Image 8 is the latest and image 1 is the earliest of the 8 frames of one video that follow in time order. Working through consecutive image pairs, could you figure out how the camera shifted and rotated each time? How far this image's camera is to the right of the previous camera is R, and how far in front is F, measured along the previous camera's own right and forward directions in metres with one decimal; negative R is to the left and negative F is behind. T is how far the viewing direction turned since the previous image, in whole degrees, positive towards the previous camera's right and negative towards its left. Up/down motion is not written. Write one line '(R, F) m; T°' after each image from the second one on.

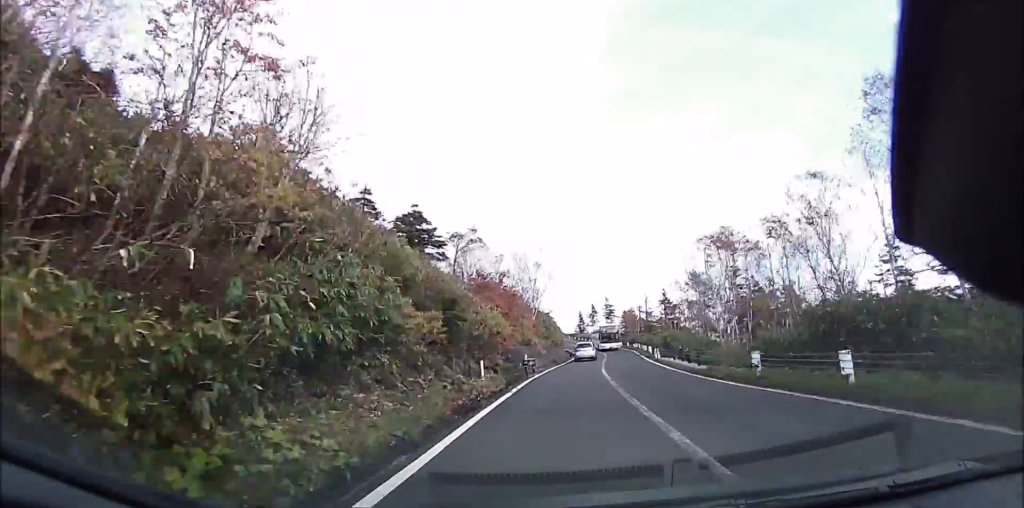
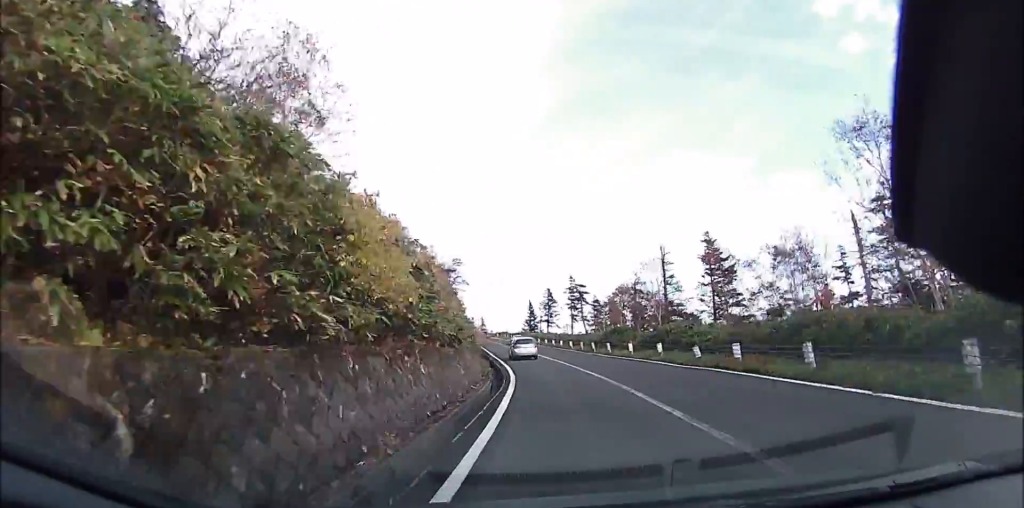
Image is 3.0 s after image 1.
(+2.9, +40.3) m; +7°
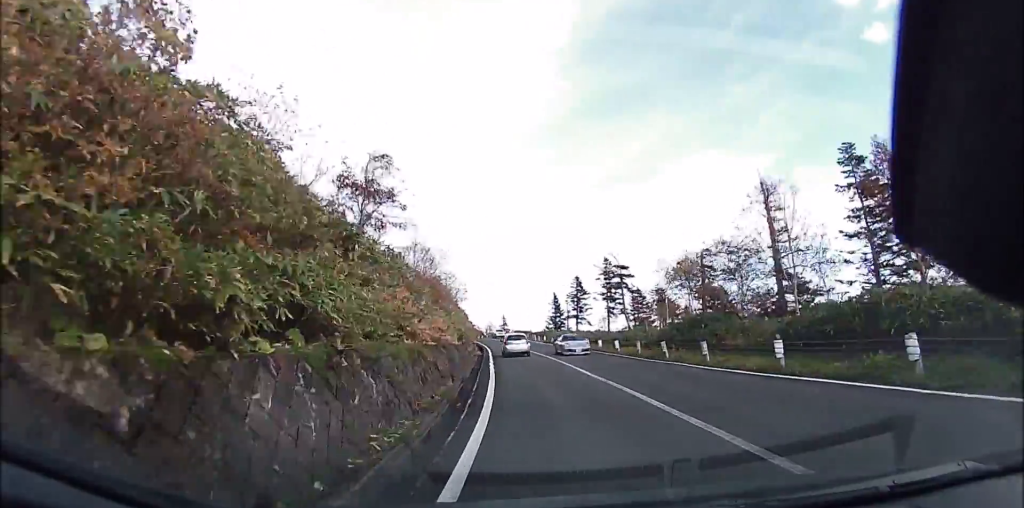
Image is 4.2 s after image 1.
(+0.6, +15.9) m; 0°
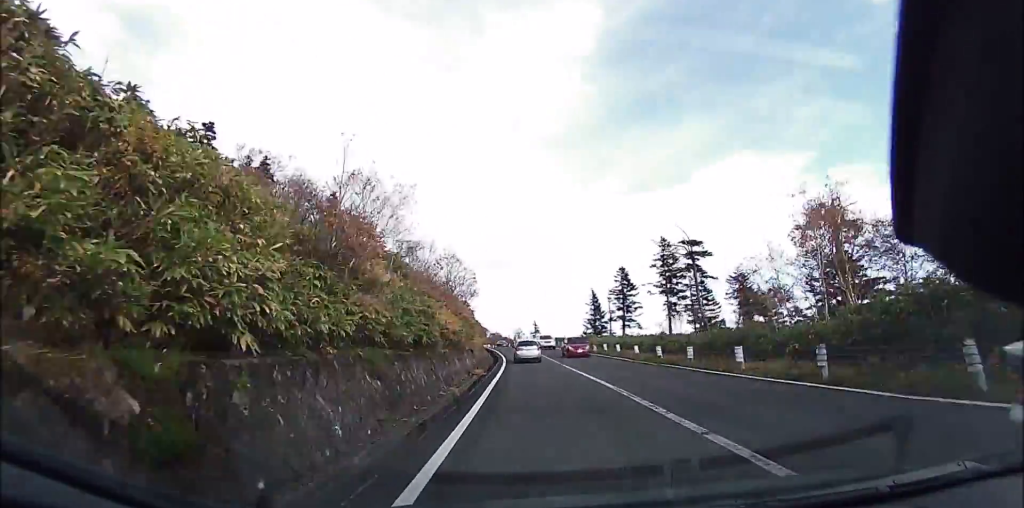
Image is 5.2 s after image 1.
(-0.4, +11.8) m; -3°
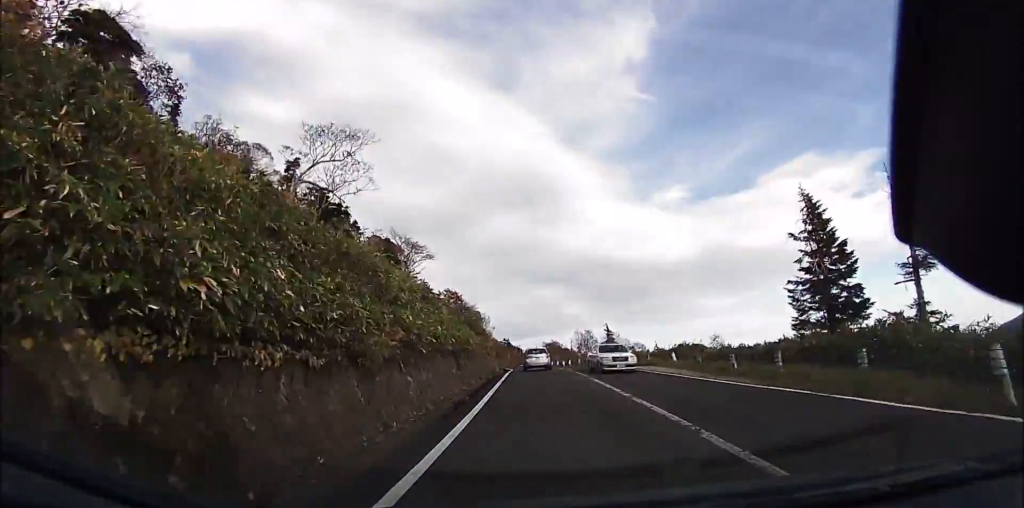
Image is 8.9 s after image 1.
(-4.3, +43.7) m; -9°
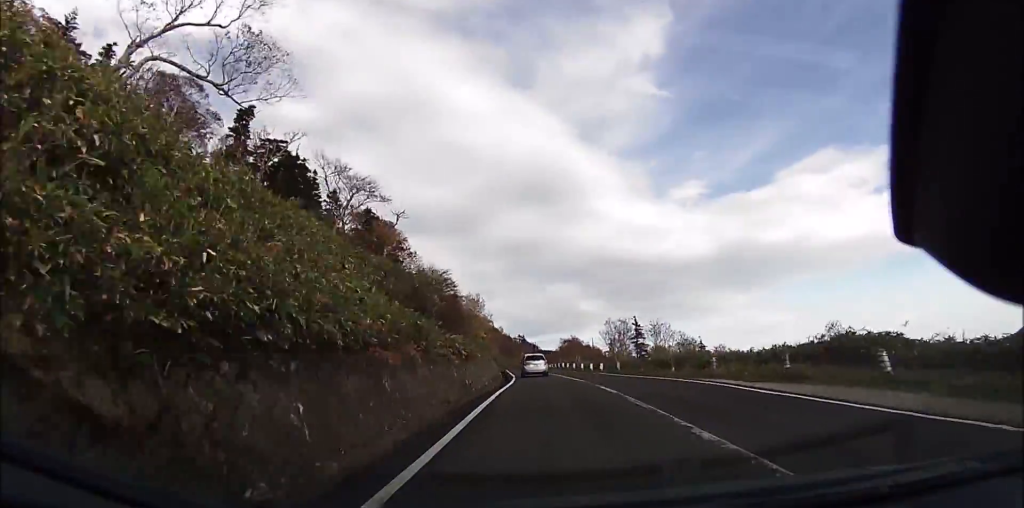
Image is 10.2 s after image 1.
(-0.3, +15.8) m; -2°
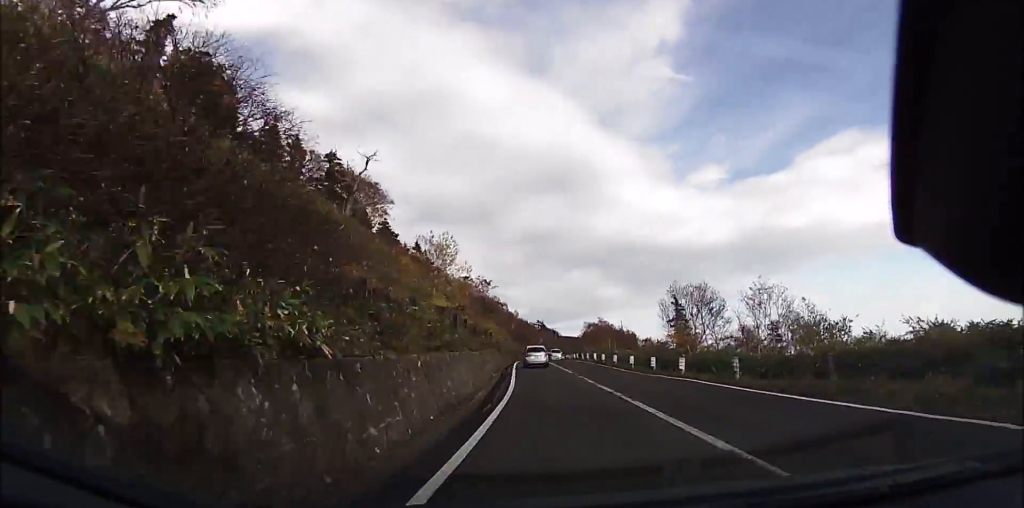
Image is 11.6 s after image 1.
(-0.3, +15.9) m; -2°
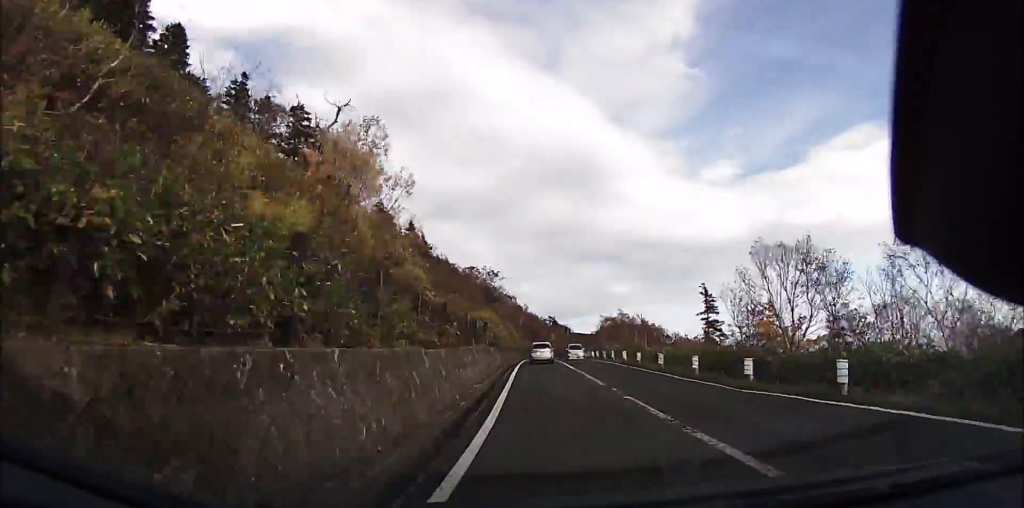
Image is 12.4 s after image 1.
(-0.1, +8.9) m; -1°
